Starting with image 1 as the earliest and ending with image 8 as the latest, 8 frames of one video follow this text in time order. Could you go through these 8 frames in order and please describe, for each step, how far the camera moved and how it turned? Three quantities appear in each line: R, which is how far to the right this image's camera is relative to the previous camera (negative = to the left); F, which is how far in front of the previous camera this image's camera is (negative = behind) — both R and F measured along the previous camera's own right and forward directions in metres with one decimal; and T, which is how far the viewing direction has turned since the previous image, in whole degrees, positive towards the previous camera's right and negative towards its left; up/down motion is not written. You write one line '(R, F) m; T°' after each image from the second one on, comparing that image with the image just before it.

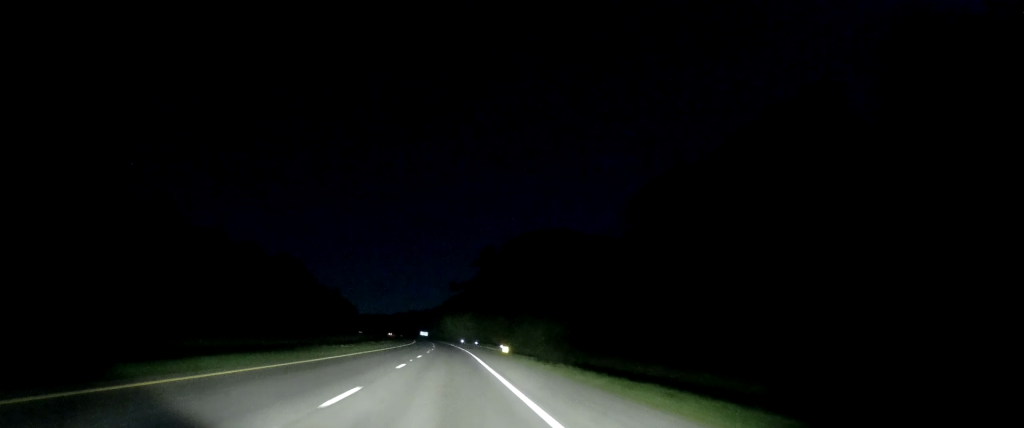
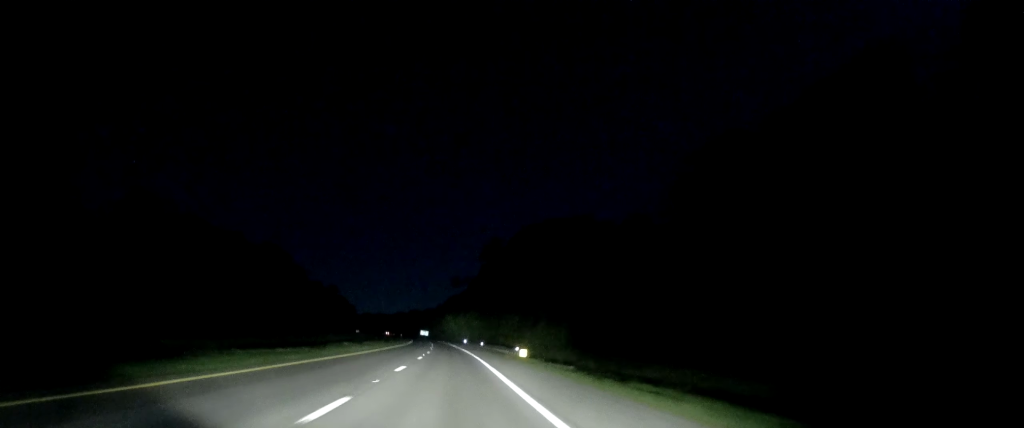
(0.0, +14.1) m; 0°
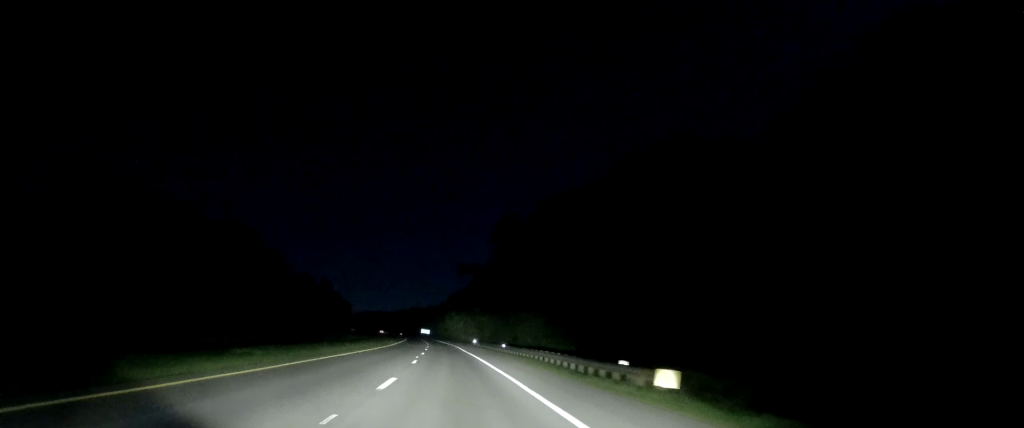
(0.0, +31.4) m; -1°
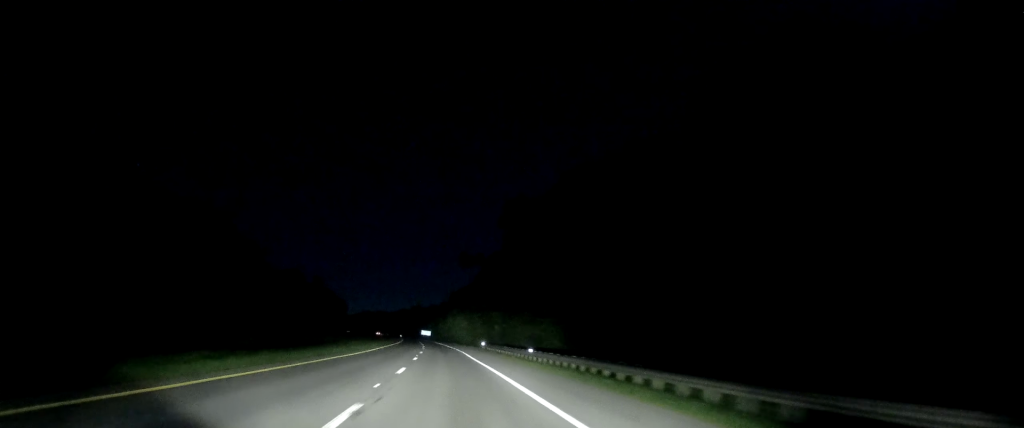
(-0.1, +18.4) m; 0°
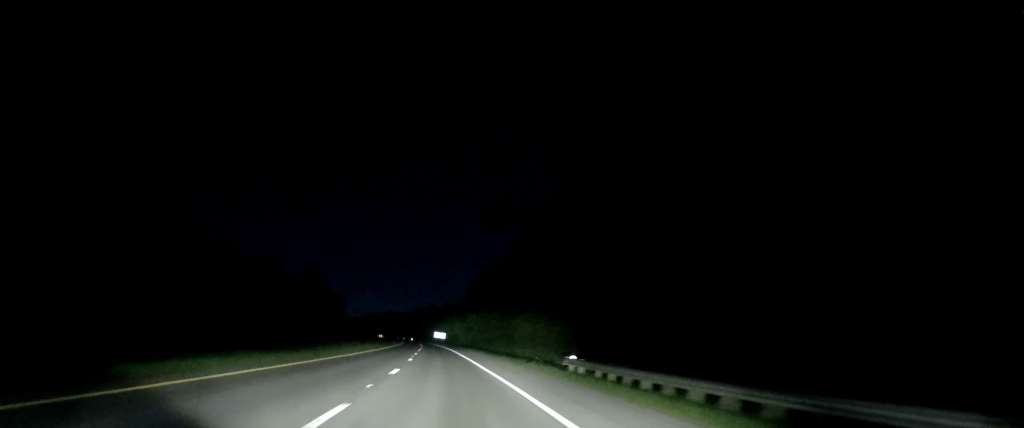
(-0.4, +50.4) m; -1°
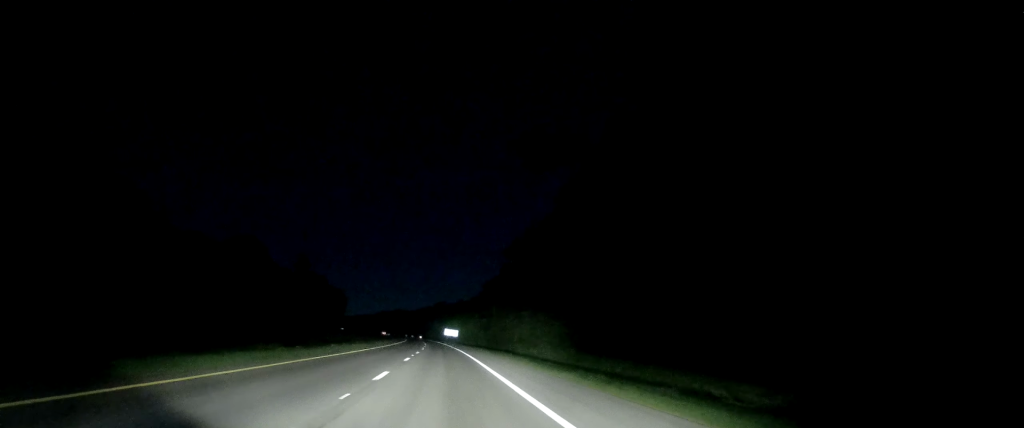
(-0.3, +27.7) m; 0°
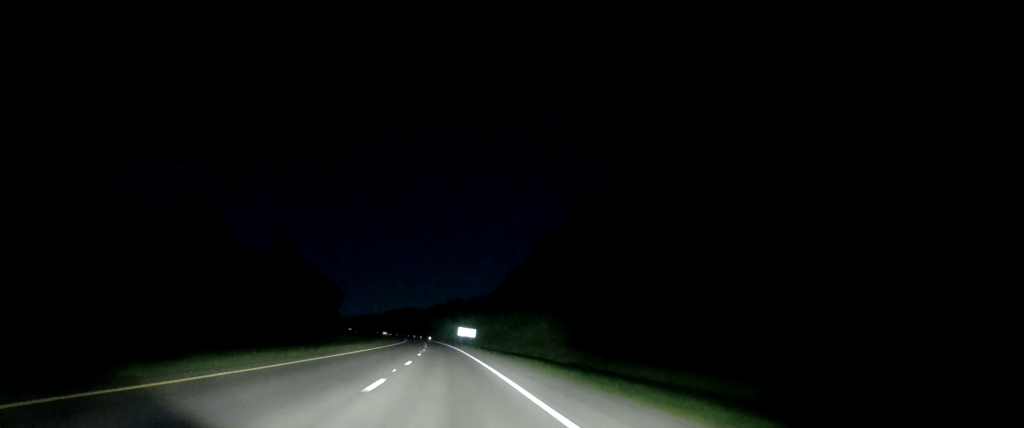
(0.0, +39.8) m; -2°
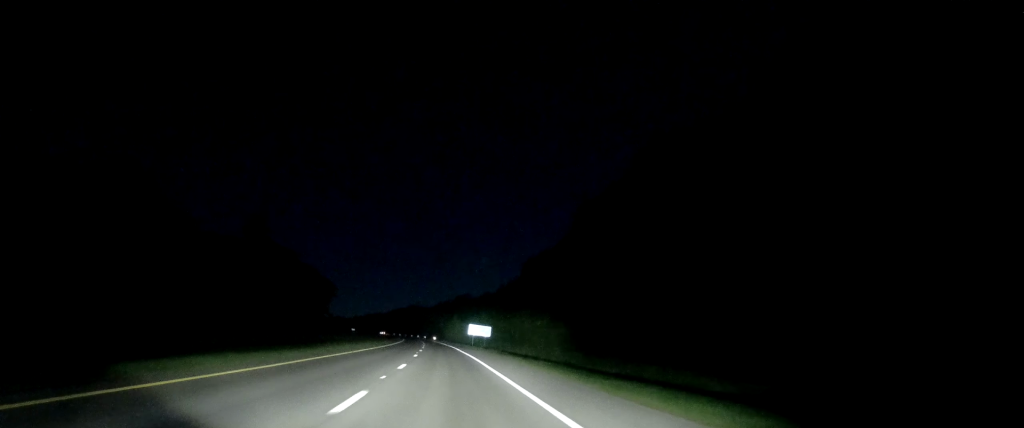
(-0.8, +27.5) m; -2°
